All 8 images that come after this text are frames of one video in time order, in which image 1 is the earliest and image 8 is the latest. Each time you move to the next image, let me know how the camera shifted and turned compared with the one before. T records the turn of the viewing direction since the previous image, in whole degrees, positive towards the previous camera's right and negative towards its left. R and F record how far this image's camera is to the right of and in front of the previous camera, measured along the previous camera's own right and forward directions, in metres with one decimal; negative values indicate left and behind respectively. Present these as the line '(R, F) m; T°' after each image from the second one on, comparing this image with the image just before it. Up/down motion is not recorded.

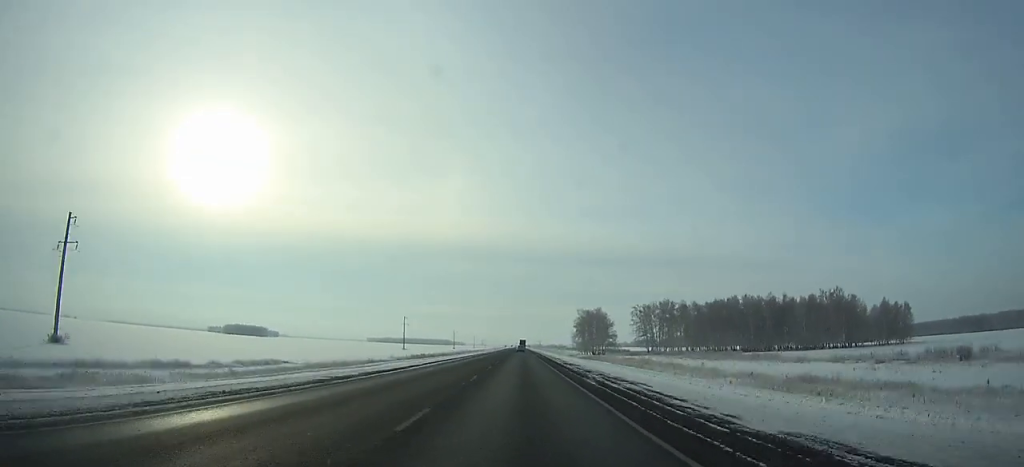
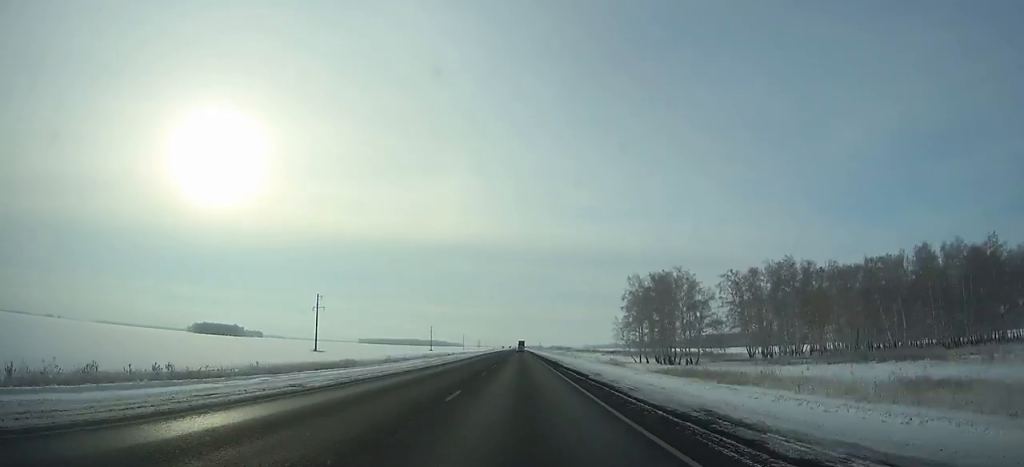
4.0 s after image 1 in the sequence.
(-0.1, +103.0) m; 0°
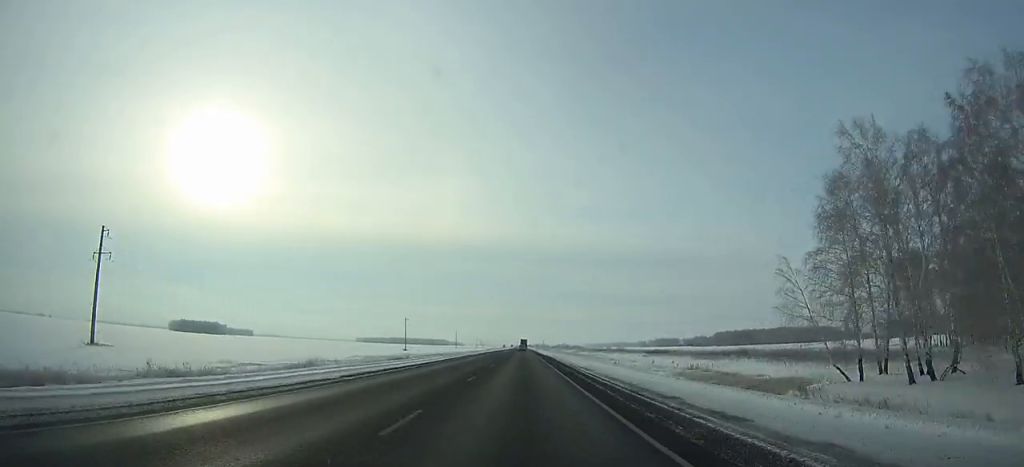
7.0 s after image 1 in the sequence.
(-0.1, +77.5) m; 0°
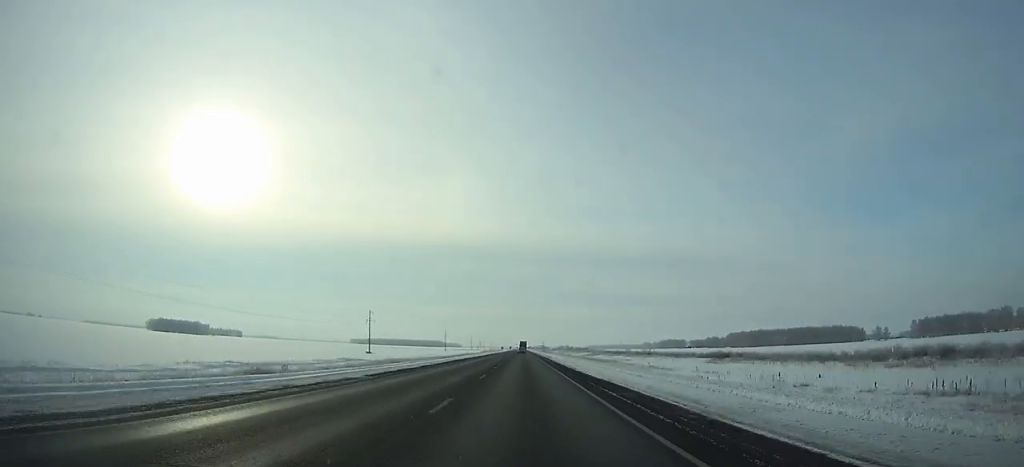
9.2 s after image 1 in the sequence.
(+0.2, +56.9) m; 0°
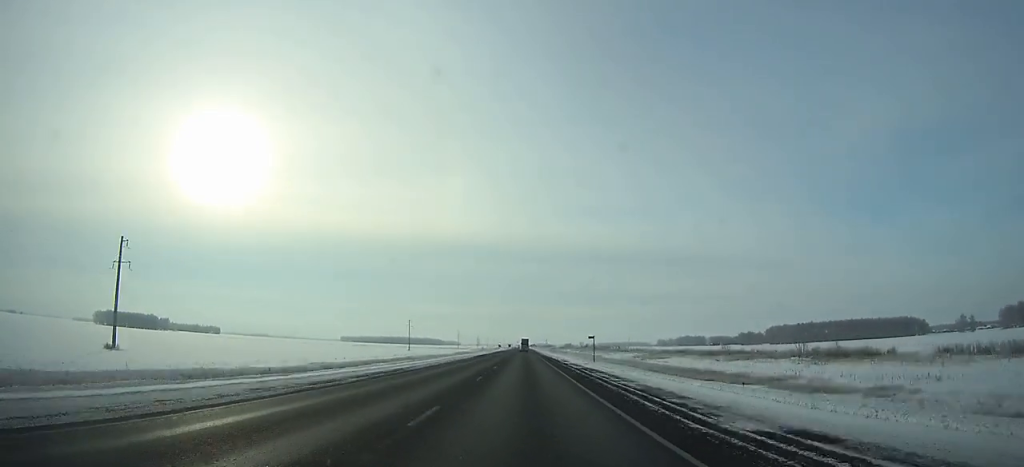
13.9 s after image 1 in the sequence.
(+0.1, +121.0) m; 0°
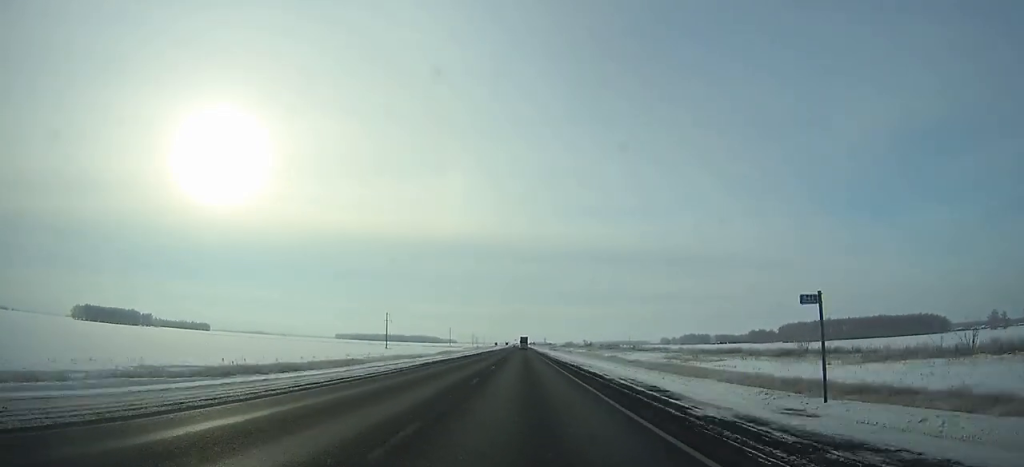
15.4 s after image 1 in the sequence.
(0.0, +38.3) m; 0°
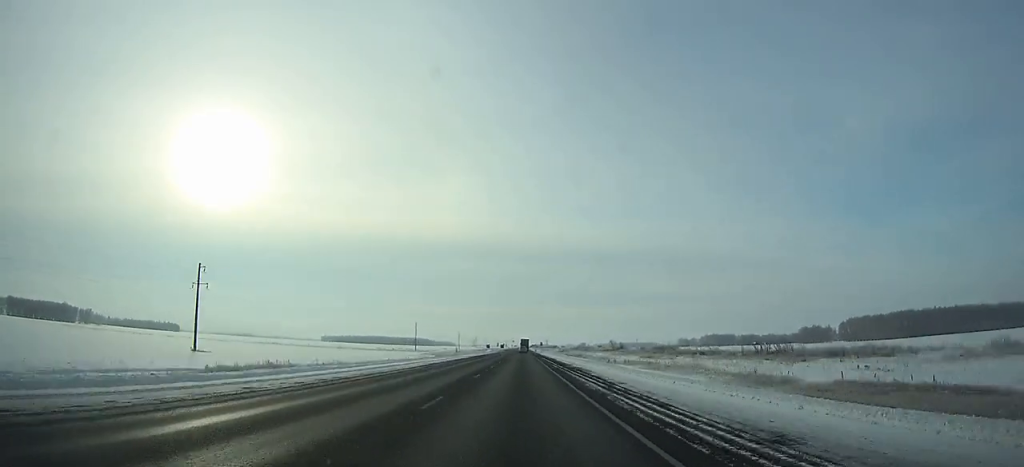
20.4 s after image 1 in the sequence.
(-0.1, +127.4) m; 0°
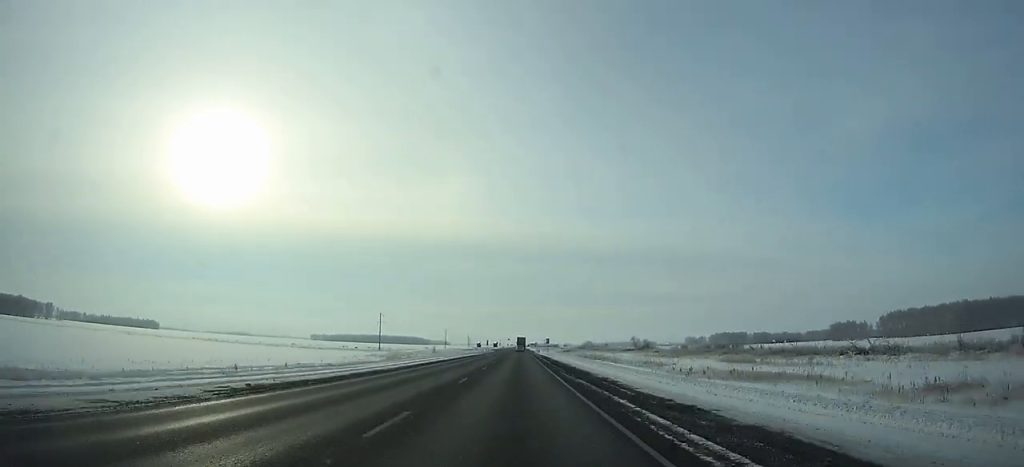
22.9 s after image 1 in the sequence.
(0.0, +63.4) m; 0°
